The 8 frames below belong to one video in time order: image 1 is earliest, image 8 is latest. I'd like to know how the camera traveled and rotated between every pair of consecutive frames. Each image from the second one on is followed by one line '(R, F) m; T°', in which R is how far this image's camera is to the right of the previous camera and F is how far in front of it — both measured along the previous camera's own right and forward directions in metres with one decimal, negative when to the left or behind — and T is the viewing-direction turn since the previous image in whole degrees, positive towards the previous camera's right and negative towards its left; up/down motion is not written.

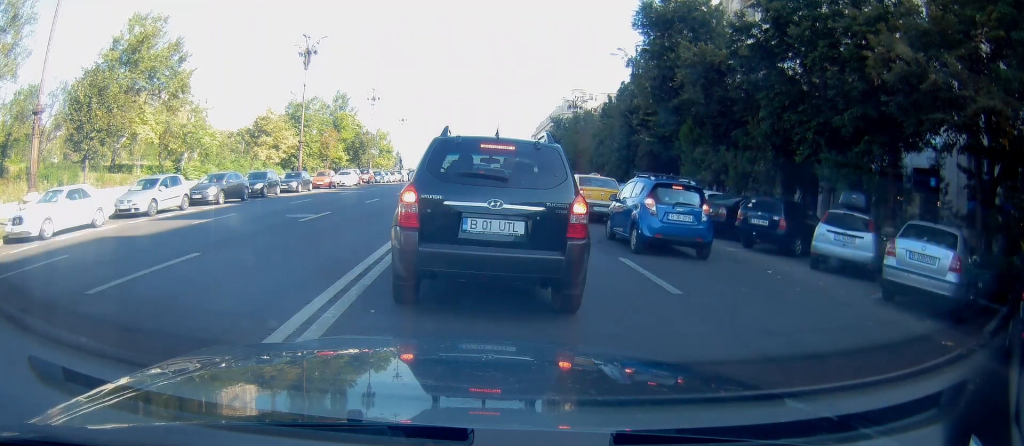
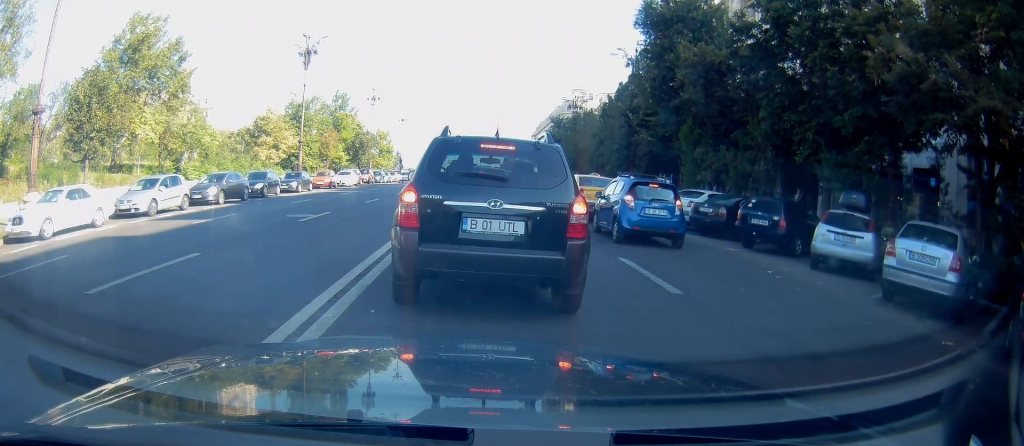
(0.0, 0.0) m; 0°
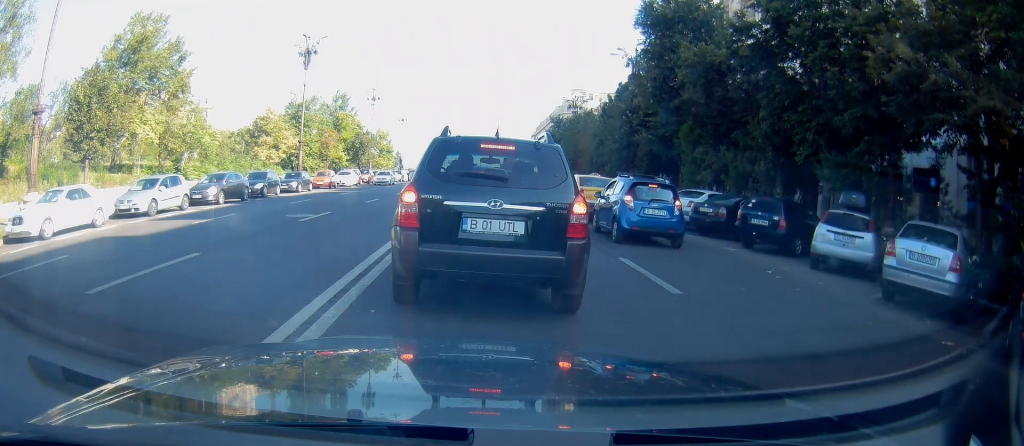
(0.0, 0.0) m; 0°
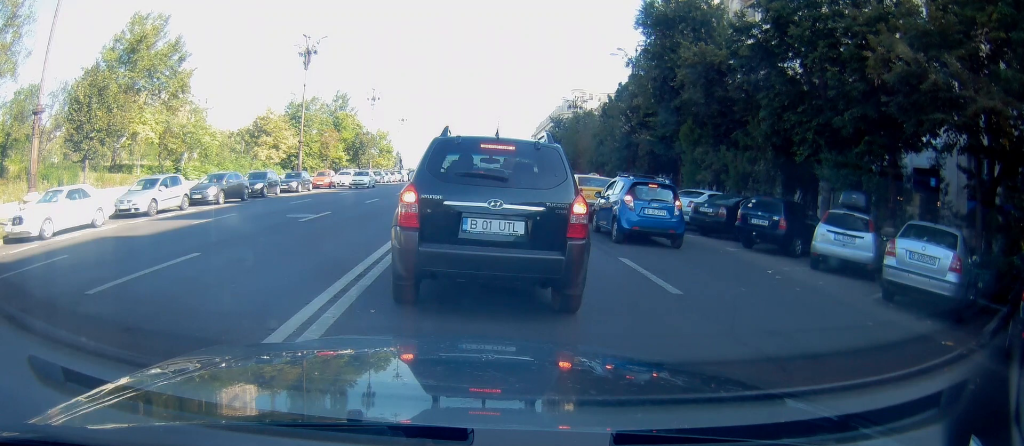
(0.0, 0.0) m; 0°
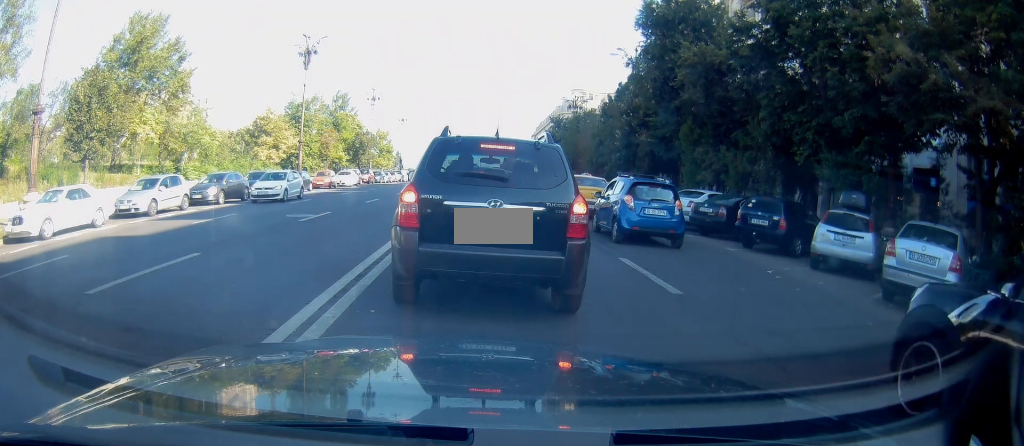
(0.0, 0.0) m; 0°
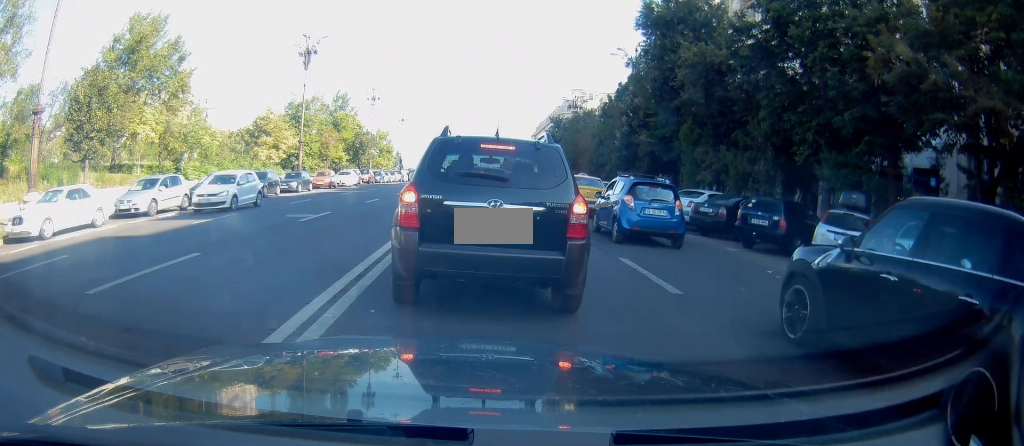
(0.0, 0.0) m; 0°
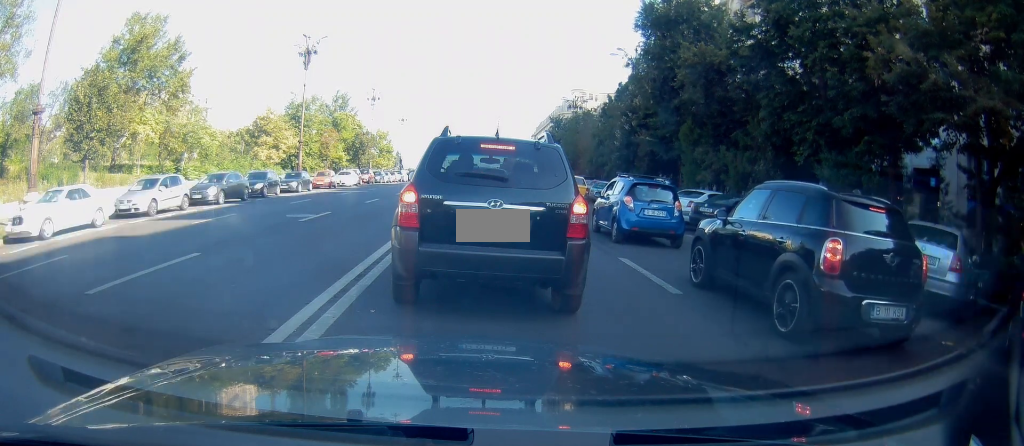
(0.0, 0.0) m; 0°
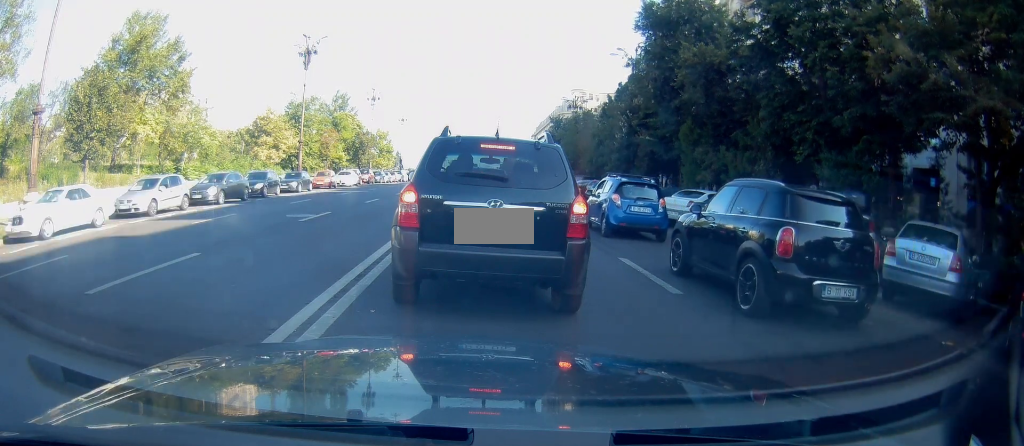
(0.0, 0.0) m; 0°
